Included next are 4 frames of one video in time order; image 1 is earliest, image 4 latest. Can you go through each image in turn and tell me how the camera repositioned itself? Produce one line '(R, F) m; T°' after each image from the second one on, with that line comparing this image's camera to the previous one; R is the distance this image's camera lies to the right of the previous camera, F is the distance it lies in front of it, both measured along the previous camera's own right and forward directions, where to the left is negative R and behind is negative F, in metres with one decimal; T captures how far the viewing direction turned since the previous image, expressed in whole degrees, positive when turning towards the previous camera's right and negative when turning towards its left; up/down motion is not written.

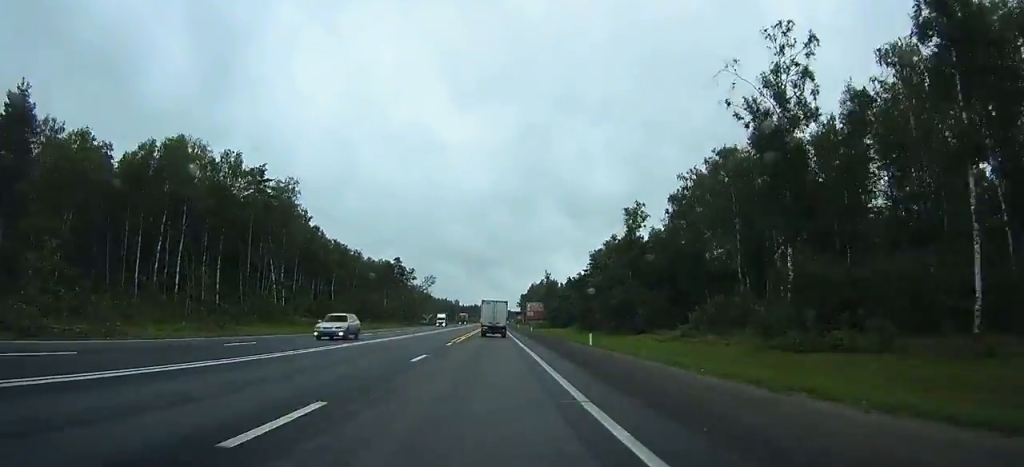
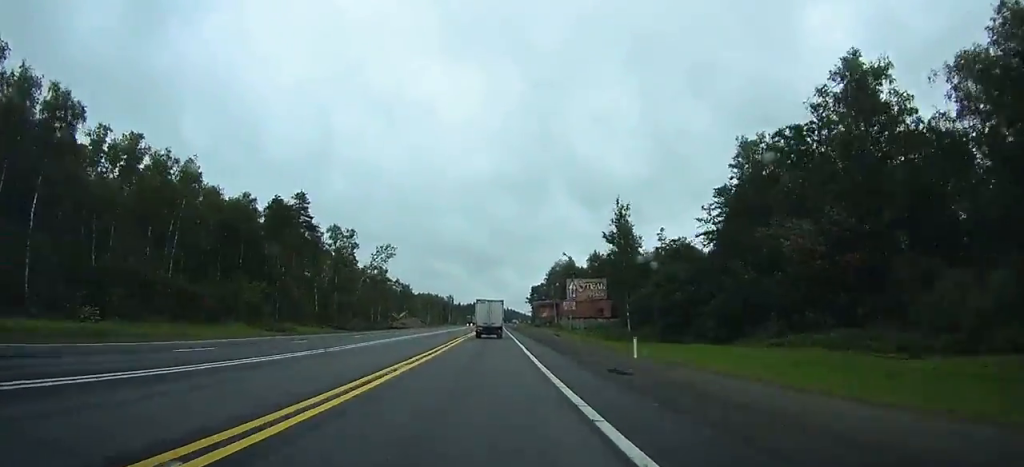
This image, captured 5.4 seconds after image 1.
(+0.2, +113.3) m; 0°
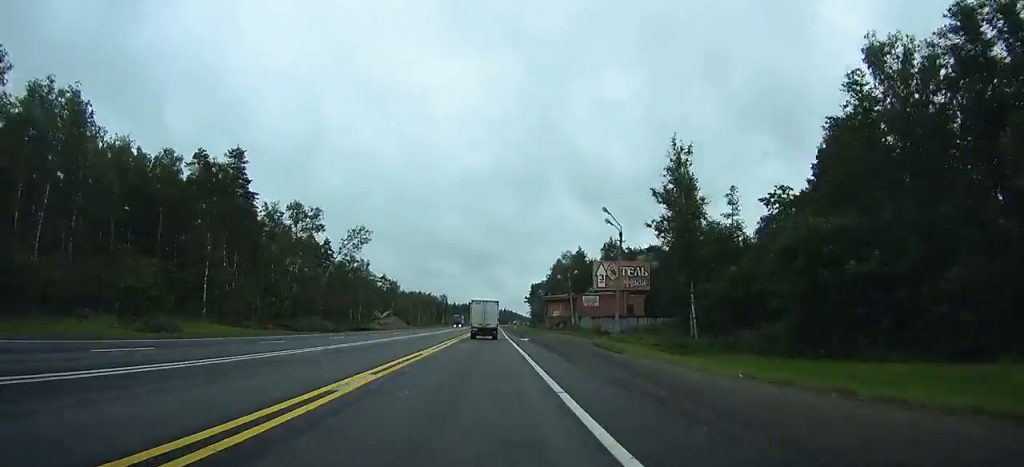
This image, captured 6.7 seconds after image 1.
(+0.1, +27.7) m; 0°
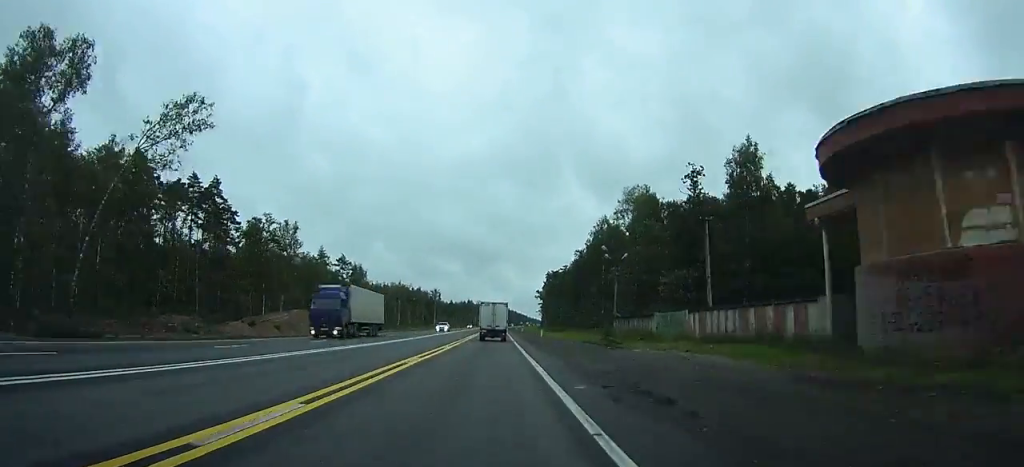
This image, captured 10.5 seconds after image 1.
(-0.3, +77.5) m; 0°
